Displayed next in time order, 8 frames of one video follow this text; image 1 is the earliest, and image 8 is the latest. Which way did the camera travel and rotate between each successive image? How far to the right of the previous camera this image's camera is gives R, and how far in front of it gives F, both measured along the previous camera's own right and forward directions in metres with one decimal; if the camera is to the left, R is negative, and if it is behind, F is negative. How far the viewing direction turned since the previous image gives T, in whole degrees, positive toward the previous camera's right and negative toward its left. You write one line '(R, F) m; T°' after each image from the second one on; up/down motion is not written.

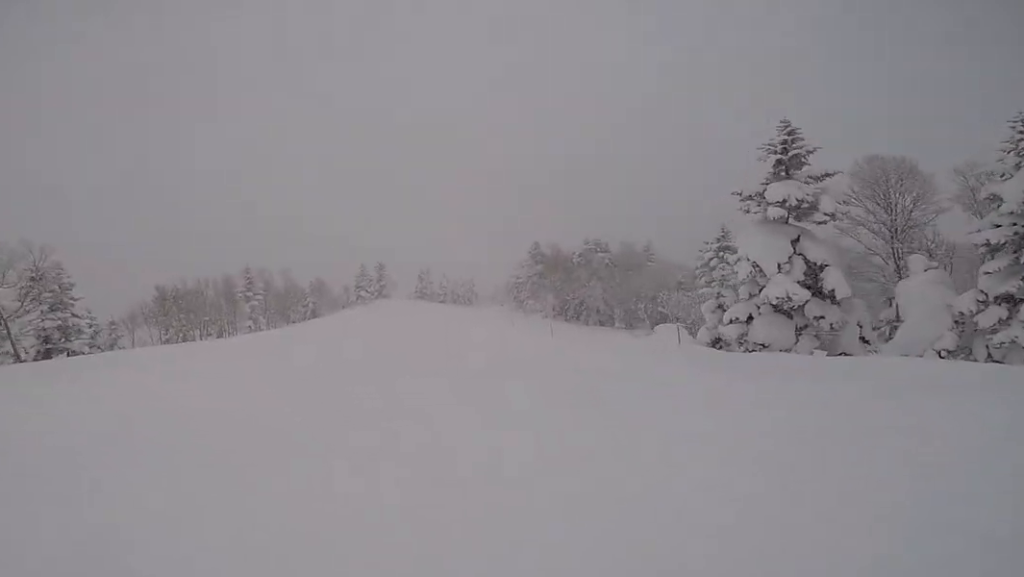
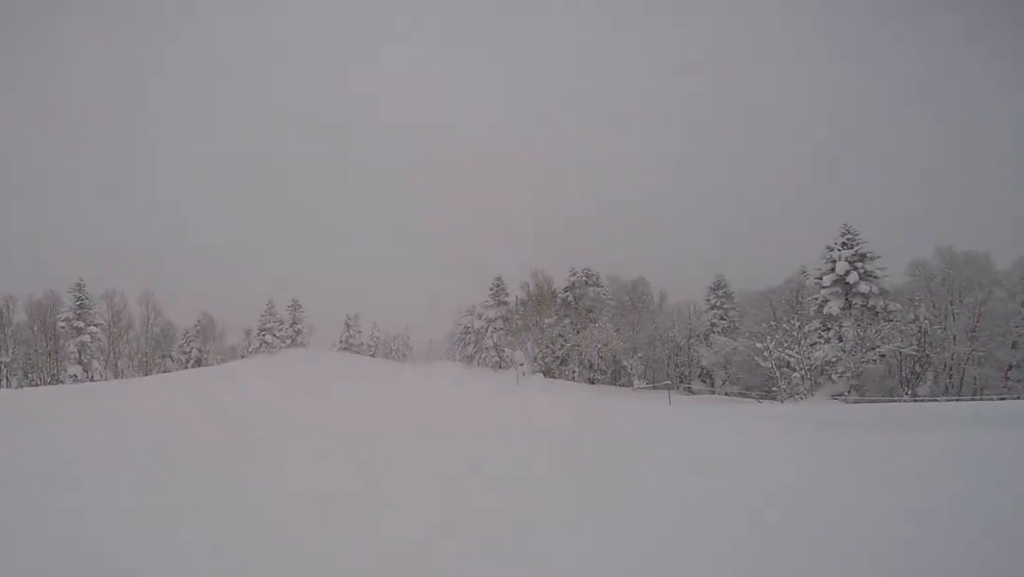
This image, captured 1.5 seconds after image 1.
(+0.5, +16.5) m; +2°
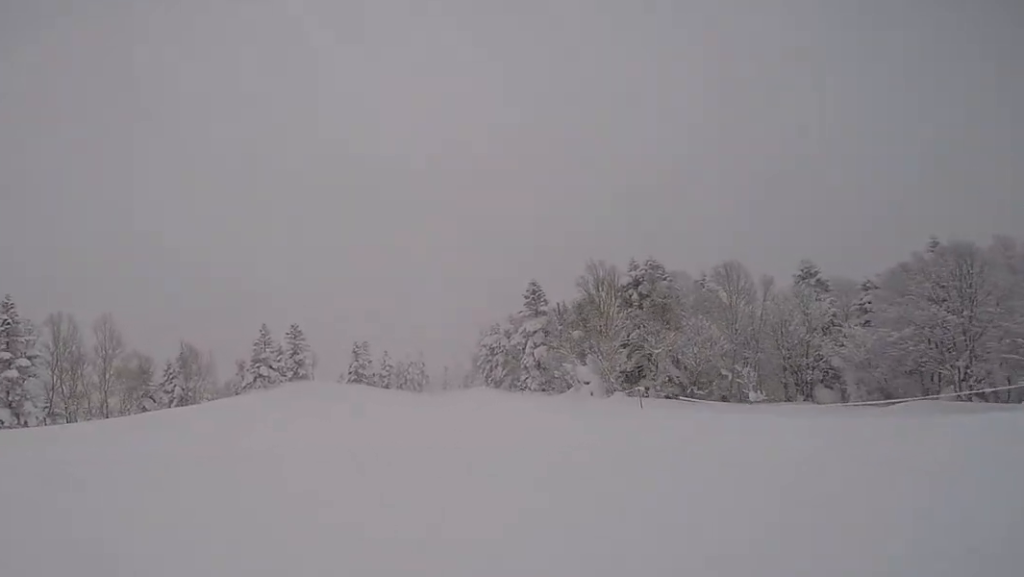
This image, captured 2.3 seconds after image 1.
(0.0, +8.5) m; 0°
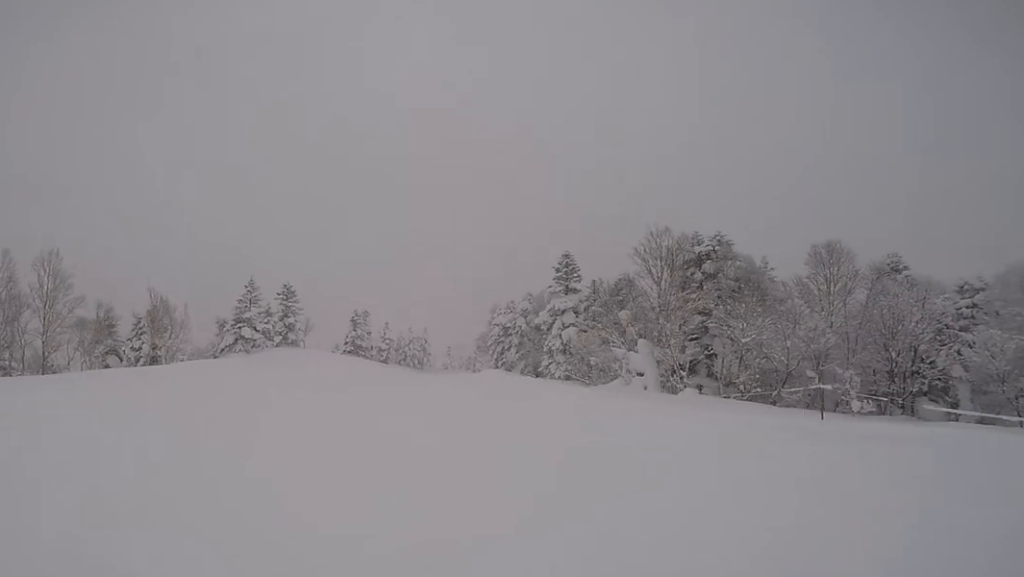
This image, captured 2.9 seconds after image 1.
(0.0, +5.6) m; +4°
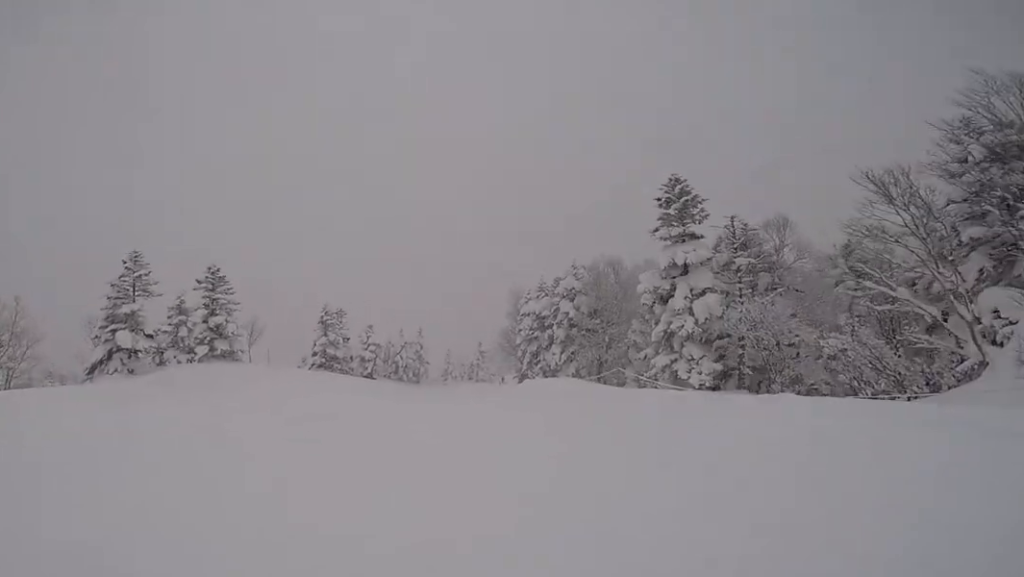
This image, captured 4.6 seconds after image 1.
(+1.2, +15.8) m; +4°
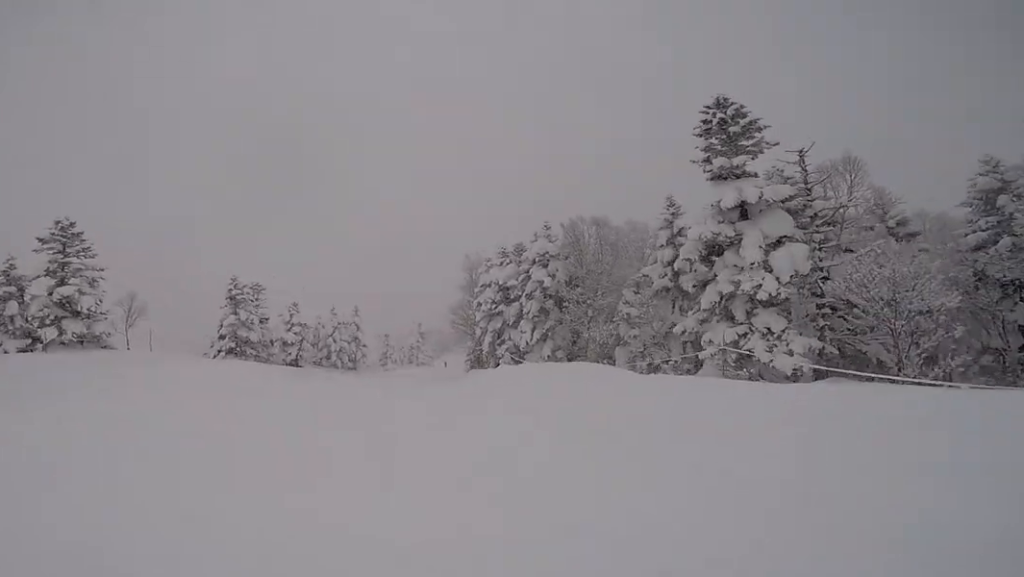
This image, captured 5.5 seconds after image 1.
(-0.5, +7.6) m; +3°
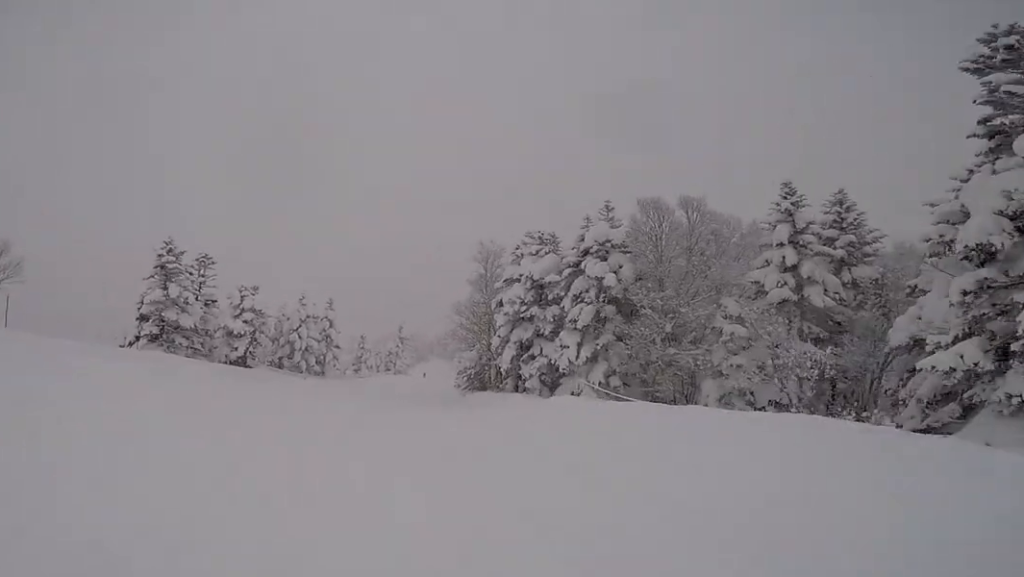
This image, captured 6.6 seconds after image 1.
(+1.1, +8.9) m; +6°
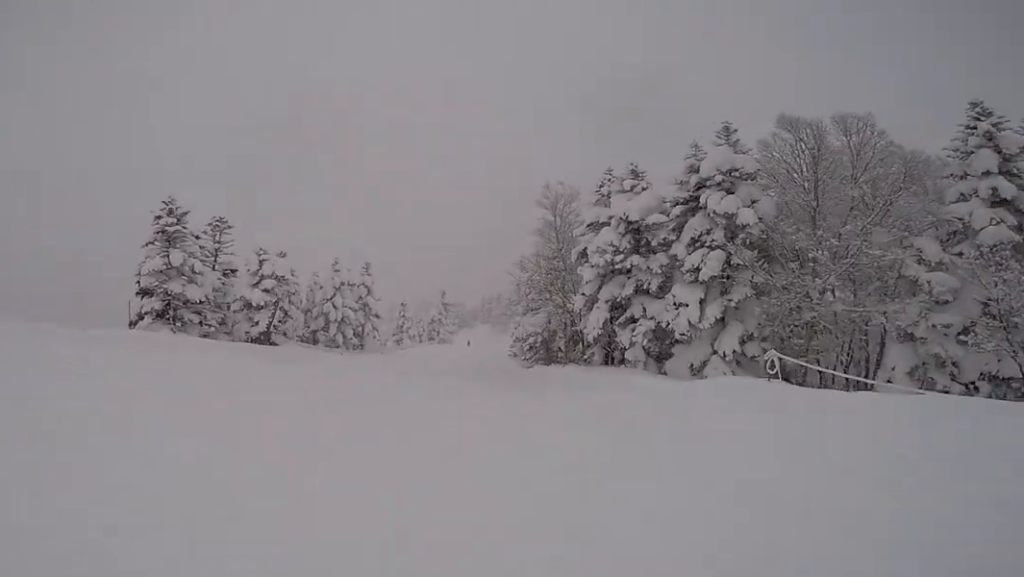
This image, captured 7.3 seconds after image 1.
(-0.2, +5.4) m; +1°
